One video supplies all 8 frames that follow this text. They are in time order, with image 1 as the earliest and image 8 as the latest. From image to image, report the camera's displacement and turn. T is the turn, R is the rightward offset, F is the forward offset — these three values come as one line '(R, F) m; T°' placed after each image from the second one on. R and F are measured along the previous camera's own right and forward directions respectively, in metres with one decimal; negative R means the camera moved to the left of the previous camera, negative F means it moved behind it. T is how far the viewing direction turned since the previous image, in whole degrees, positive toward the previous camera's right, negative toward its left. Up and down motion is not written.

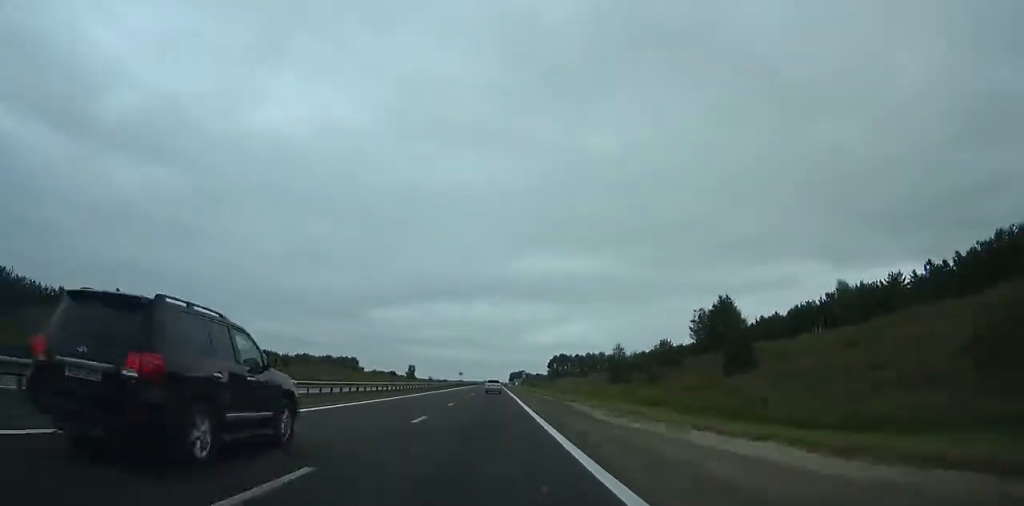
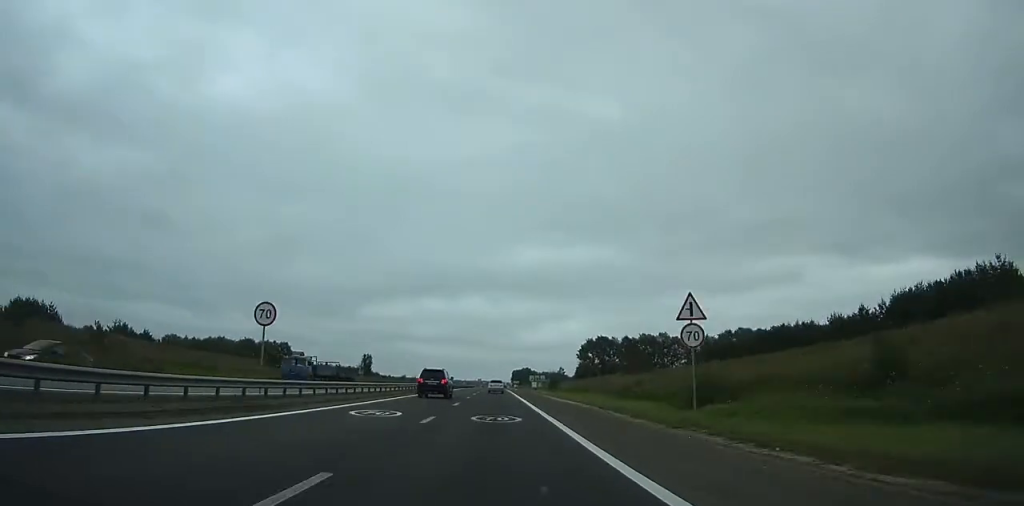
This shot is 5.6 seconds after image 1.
(-0.6, +118.3) m; 0°
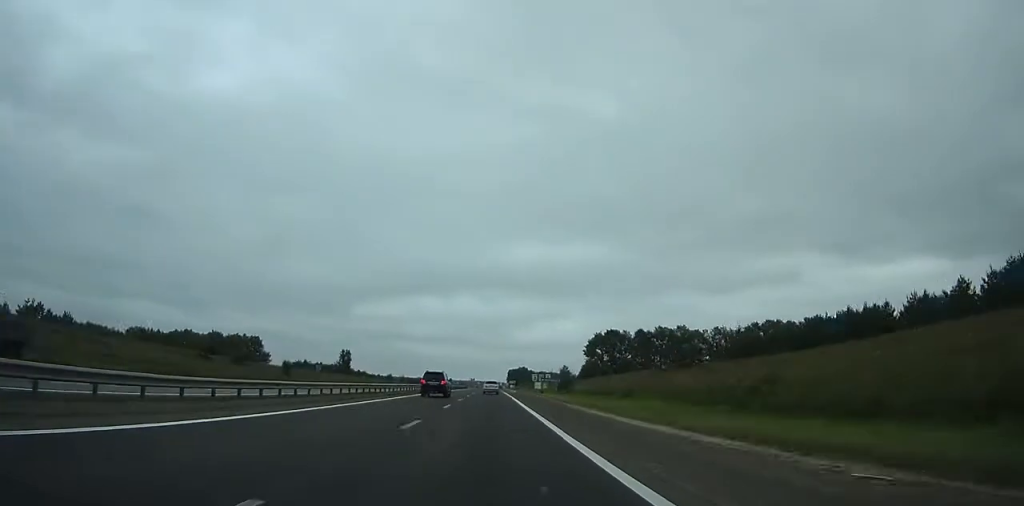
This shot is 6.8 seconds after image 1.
(-0.1, +25.1) m; 0°
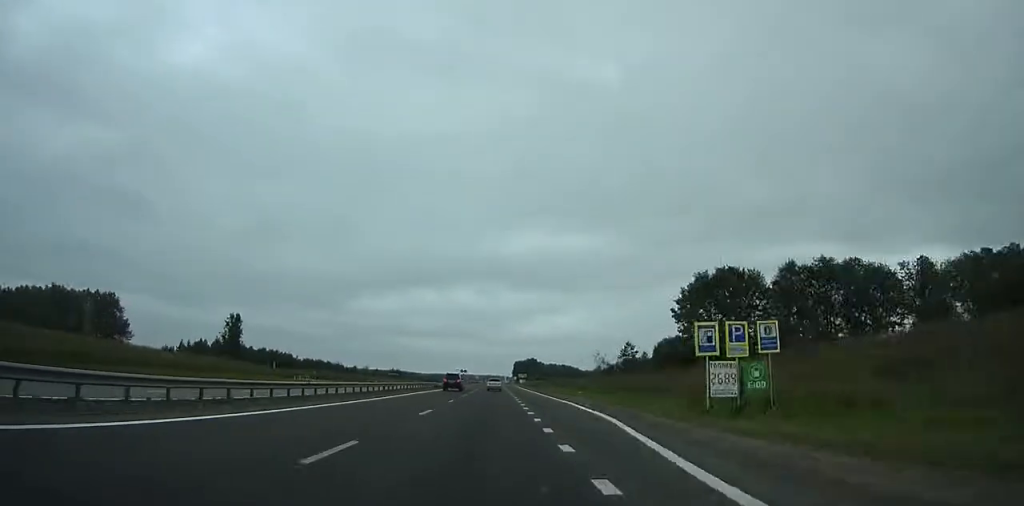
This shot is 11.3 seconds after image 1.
(+0.7, +91.7) m; 0°
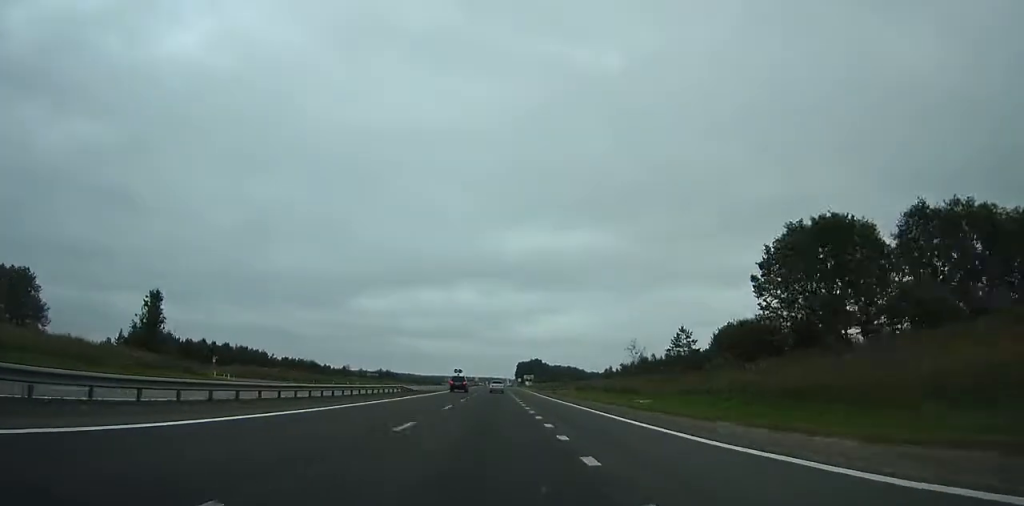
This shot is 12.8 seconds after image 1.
(0.0, +30.1) m; 0°
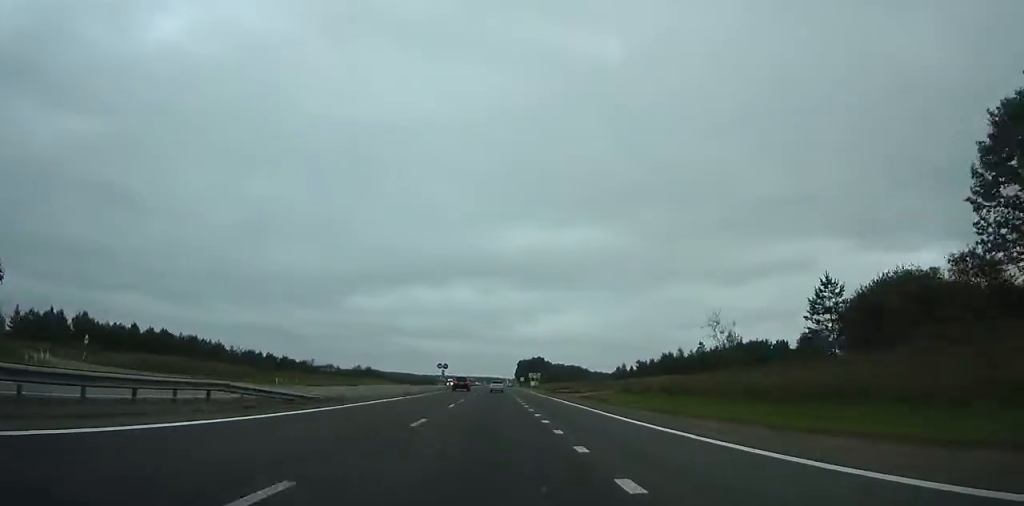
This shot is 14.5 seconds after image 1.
(-0.1, +33.8) m; 0°
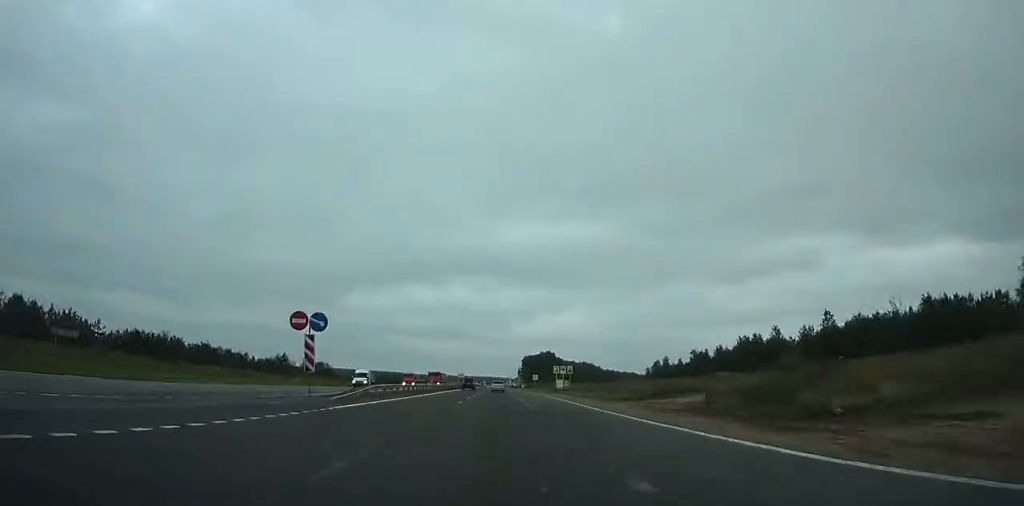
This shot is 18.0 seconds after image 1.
(-0.3, +69.3) m; 0°
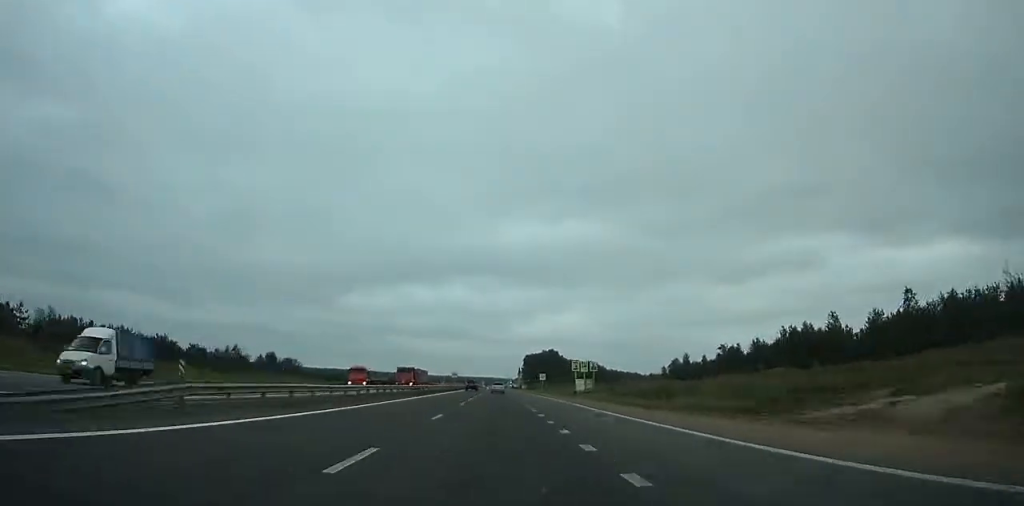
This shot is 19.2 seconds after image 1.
(0.0, +23.8) m; 0°
